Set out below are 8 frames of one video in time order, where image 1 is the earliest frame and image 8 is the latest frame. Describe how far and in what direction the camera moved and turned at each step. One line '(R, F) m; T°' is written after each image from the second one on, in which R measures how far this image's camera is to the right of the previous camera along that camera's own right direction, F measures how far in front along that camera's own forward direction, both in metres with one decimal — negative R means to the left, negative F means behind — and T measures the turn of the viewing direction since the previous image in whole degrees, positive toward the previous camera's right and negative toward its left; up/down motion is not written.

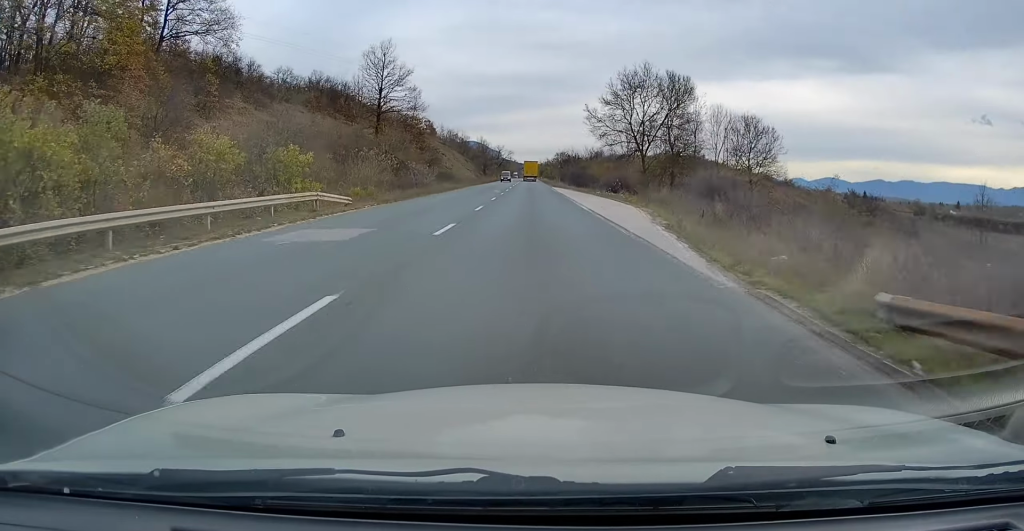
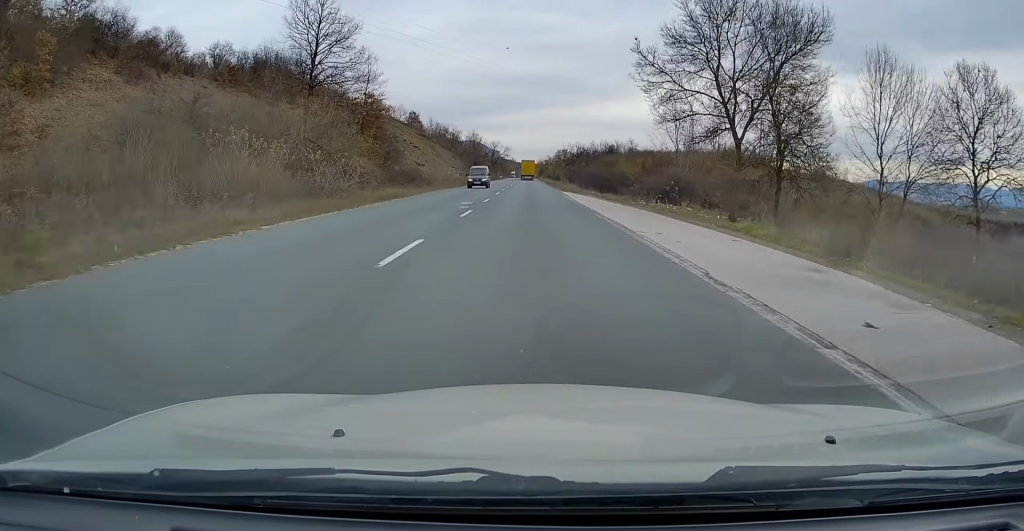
(-0.1, +24.3) m; 0°
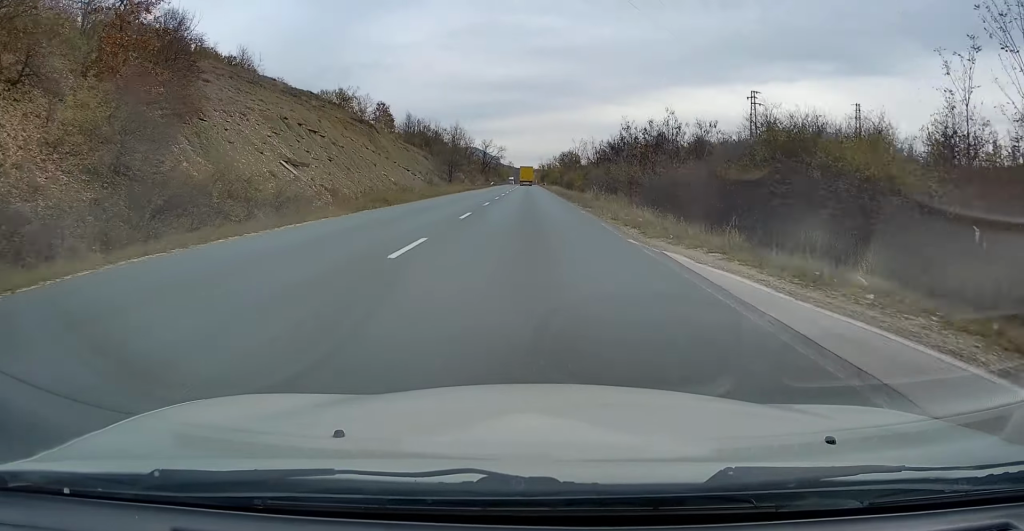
(+0.3, +38.4) m; +1°
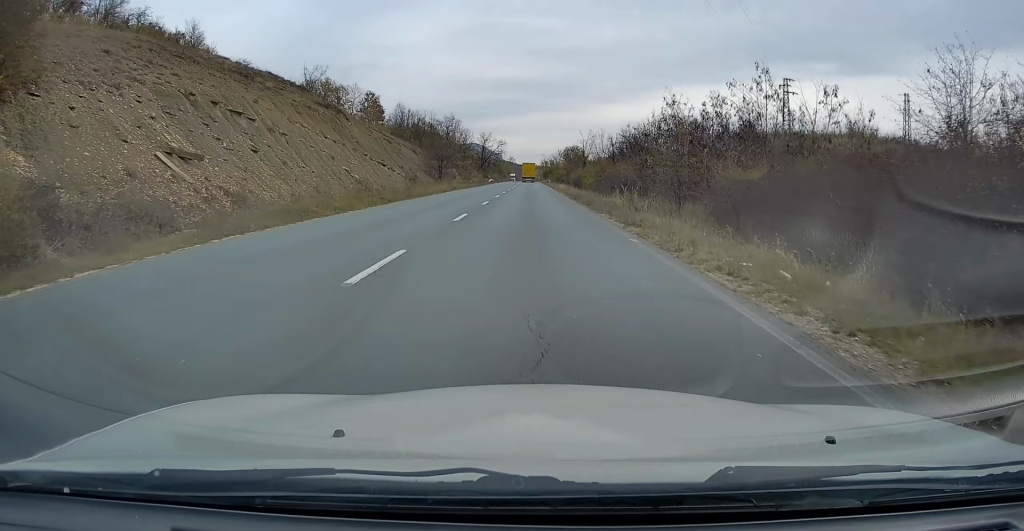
(+0.1, +12.0) m; 0°
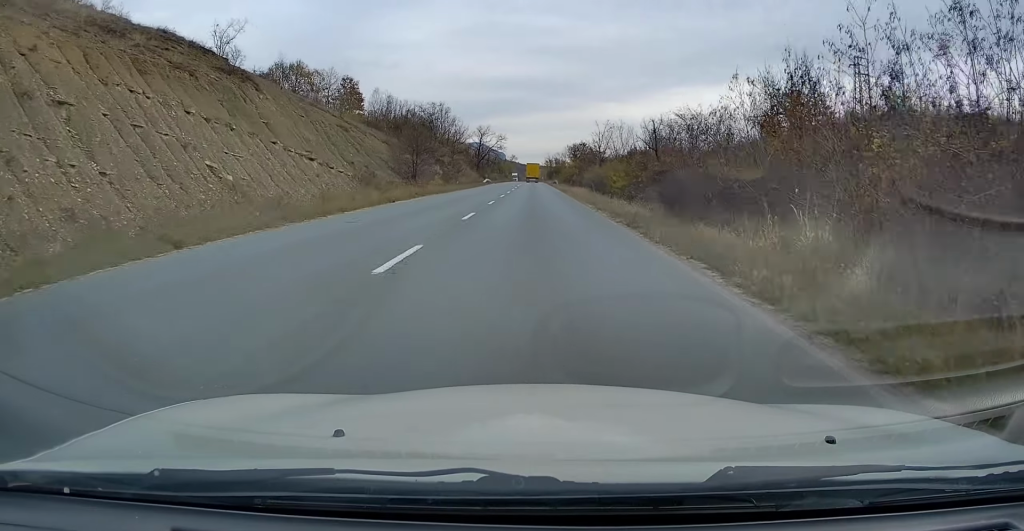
(-0.3, +19.1) m; -1°
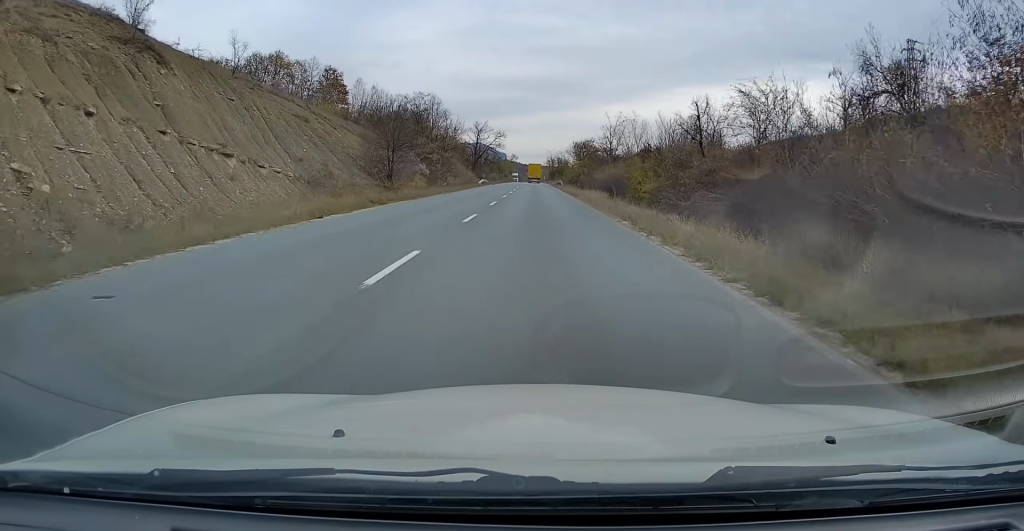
(-0.1, +10.6) m; 0°
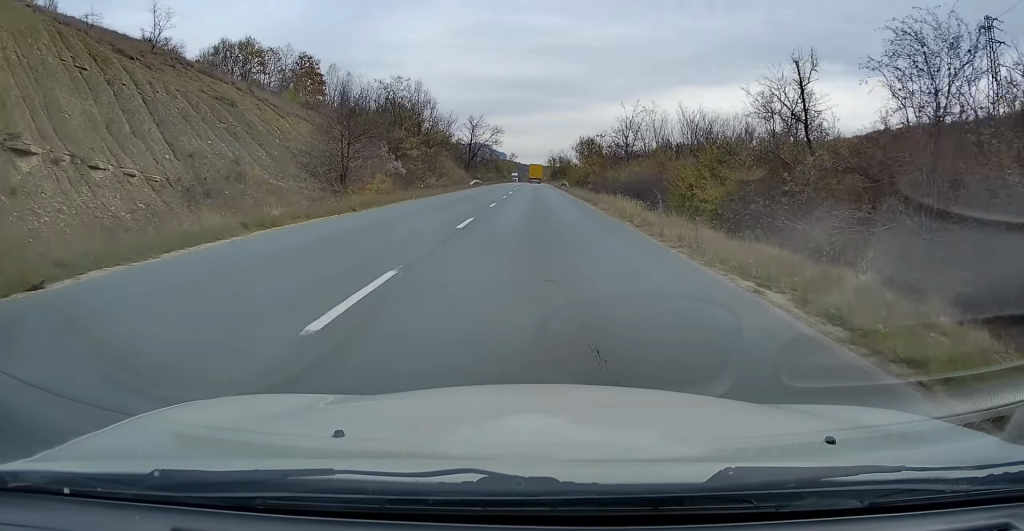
(0.0, +12.0) m; 0°
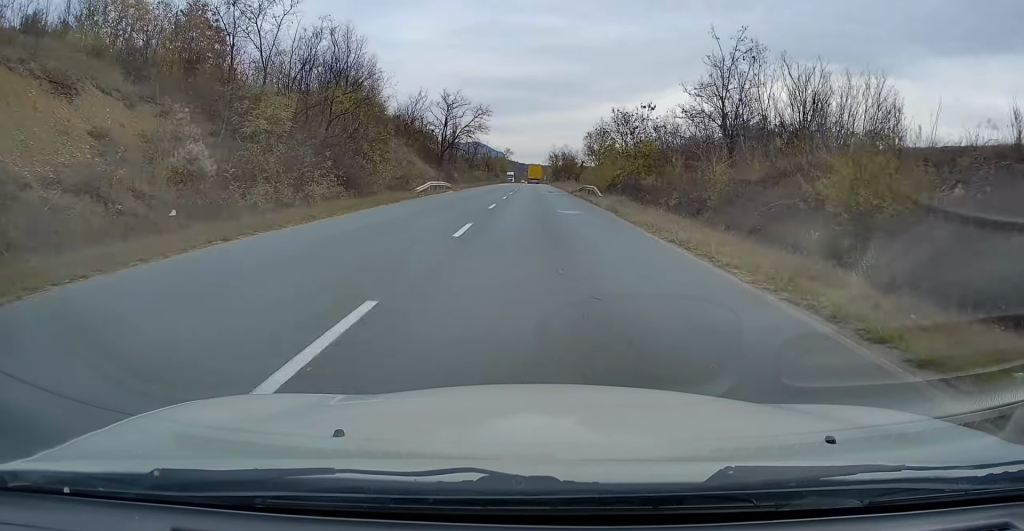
(+0.1, +31.5) m; 0°
